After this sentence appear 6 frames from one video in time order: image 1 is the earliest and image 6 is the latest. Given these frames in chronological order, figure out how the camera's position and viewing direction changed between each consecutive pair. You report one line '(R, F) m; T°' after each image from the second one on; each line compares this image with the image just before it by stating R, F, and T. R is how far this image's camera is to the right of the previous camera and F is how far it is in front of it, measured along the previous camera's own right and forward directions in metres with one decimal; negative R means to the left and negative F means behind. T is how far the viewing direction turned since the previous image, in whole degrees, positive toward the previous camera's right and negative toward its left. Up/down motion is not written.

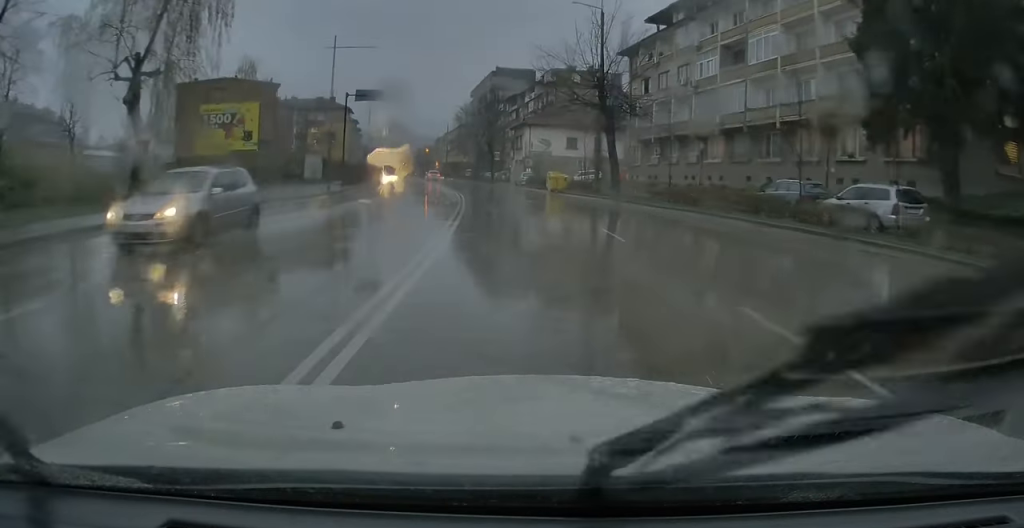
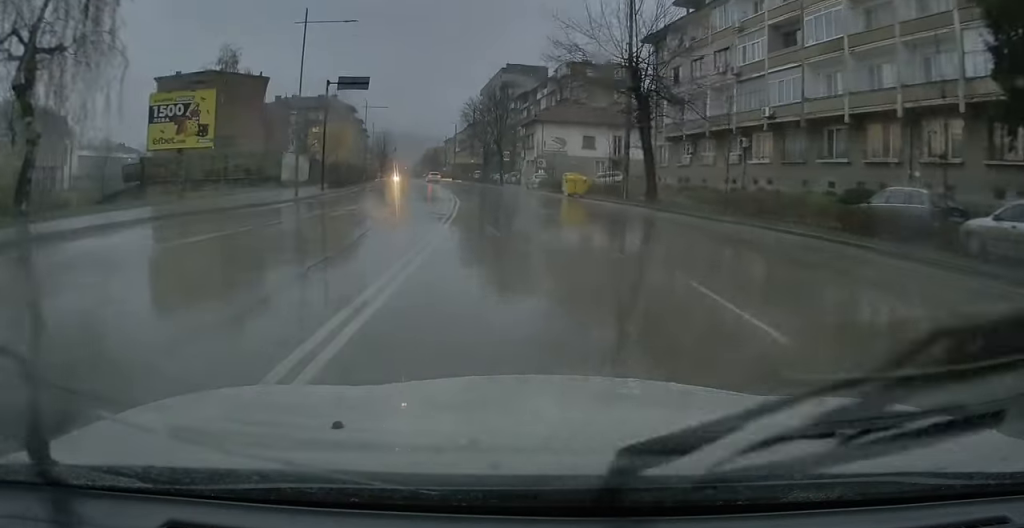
(0.0, +8.0) m; -1°
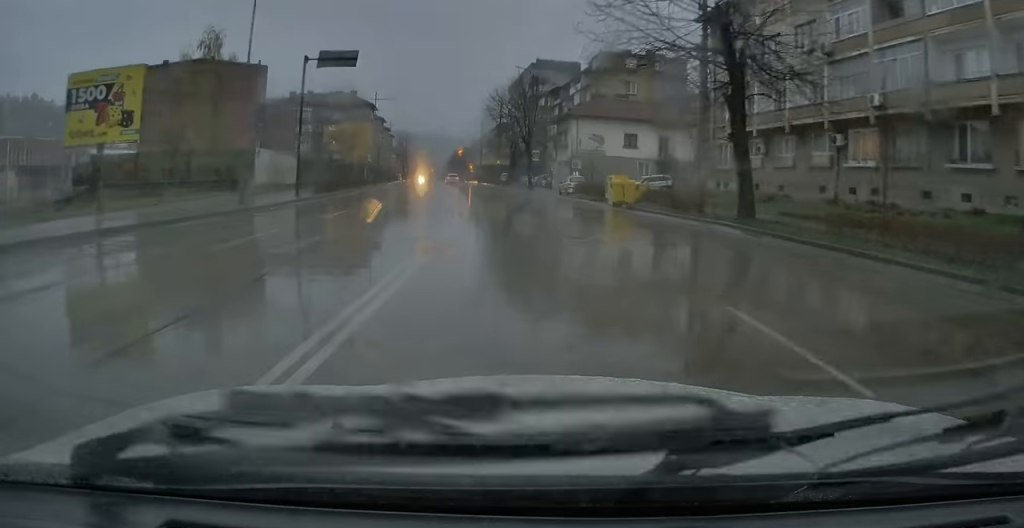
(-0.1, +9.5) m; -2°
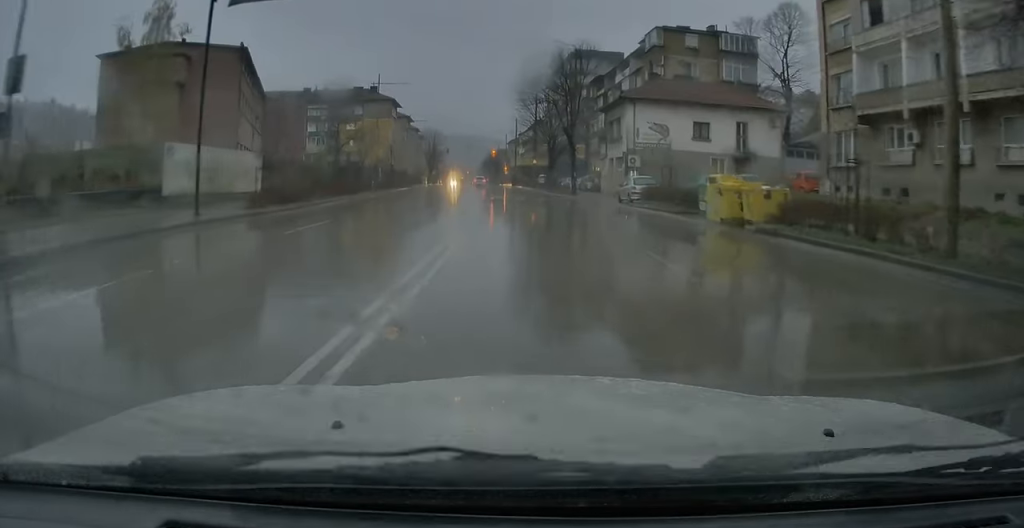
(-0.5, +13.4) m; -3°
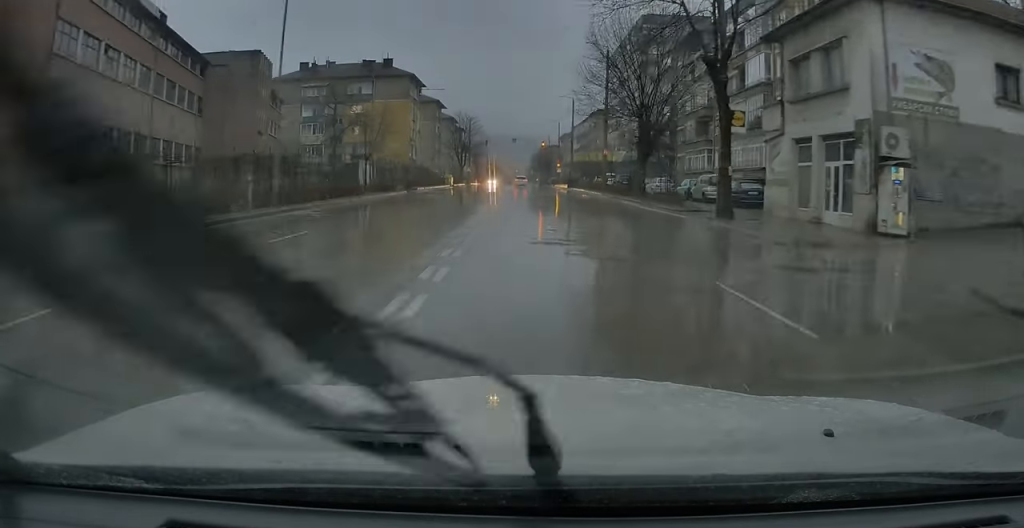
(-1.2, +31.9) m; -4°
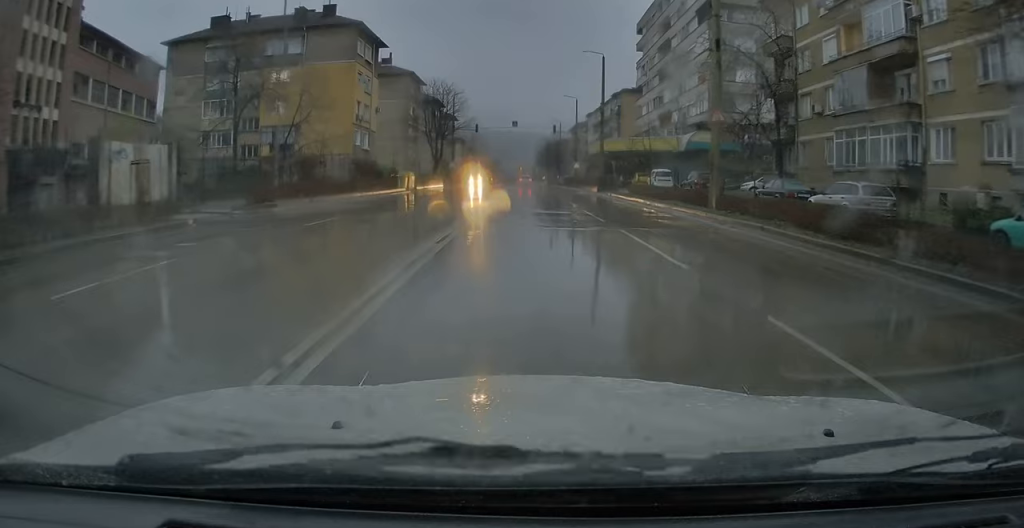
(-0.3, +31.6) m; -1°
